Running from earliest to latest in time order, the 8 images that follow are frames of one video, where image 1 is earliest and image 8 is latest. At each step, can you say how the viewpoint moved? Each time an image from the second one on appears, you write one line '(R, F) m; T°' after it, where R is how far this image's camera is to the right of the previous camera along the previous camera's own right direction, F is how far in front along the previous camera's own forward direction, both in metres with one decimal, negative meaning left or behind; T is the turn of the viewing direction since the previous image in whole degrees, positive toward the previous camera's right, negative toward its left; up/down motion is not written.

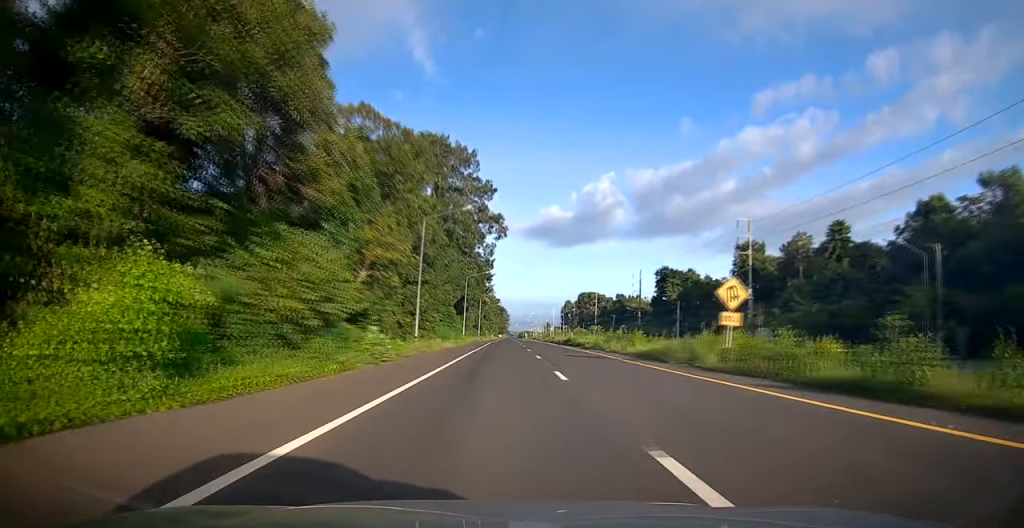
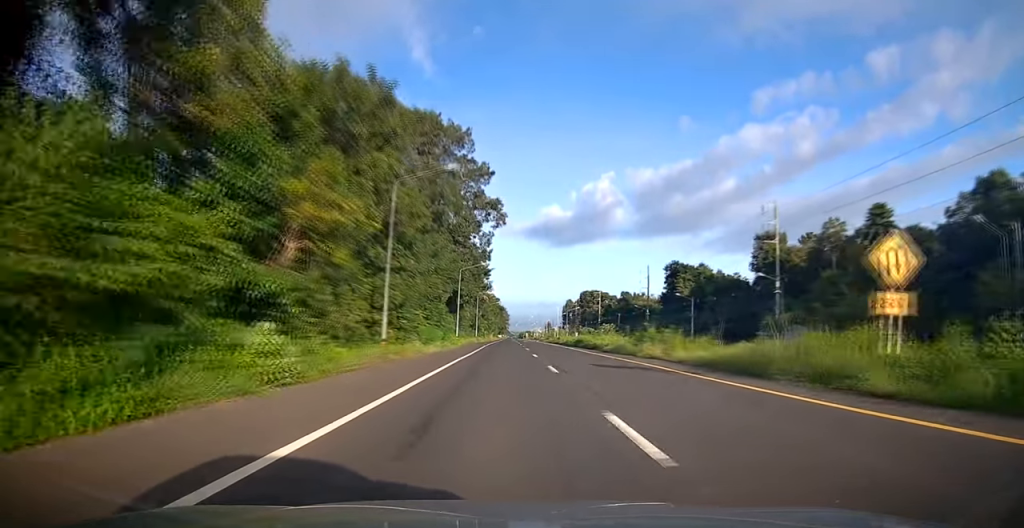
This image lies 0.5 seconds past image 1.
(-0.2, +9.2) m; 0°
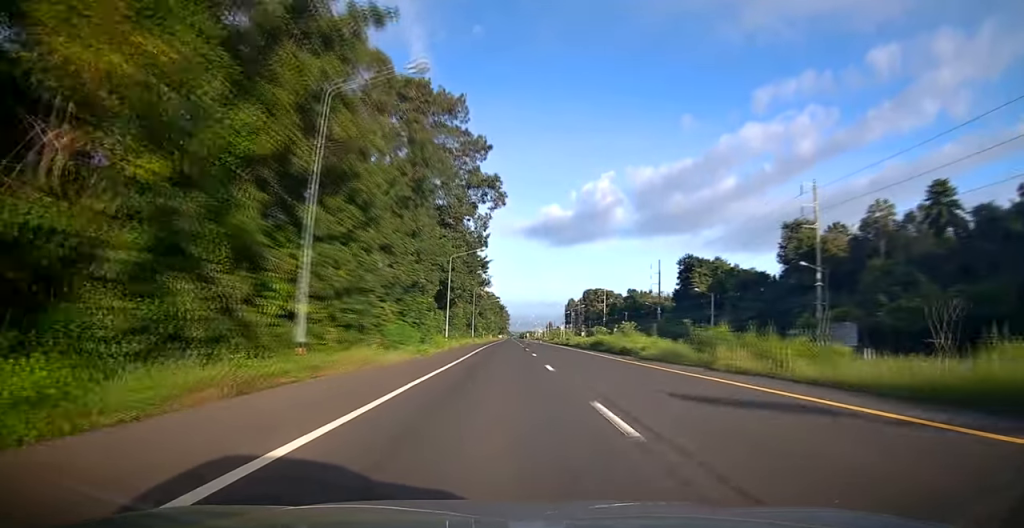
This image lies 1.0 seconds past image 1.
(-0.3, +10.7) m; 0°
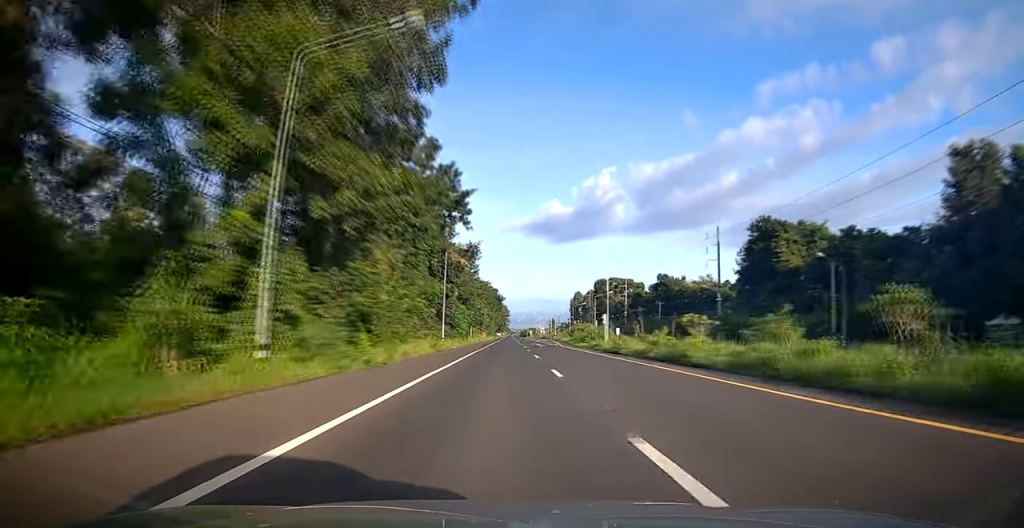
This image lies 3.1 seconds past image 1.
(0.0, +39.2) m; 0°
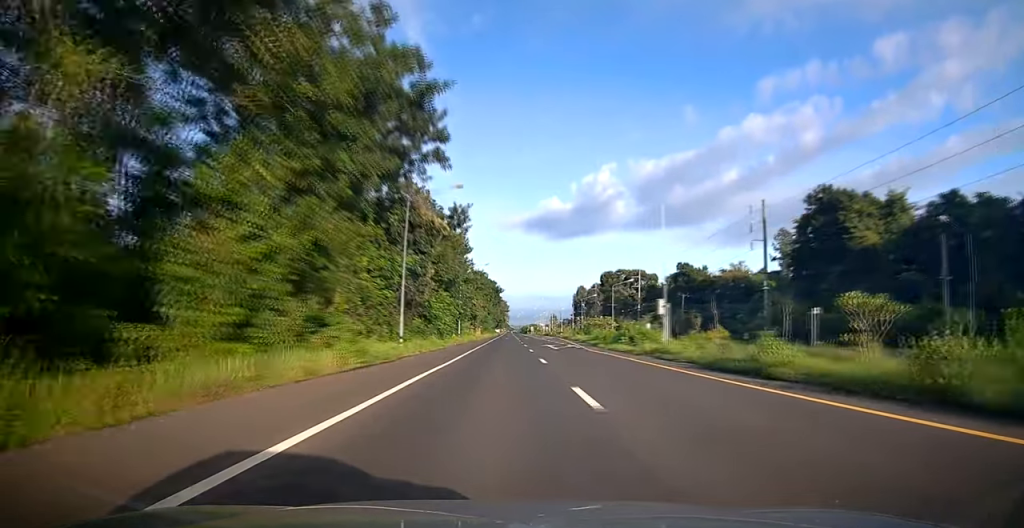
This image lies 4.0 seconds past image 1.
(+0.6, +18.5) m; +2°
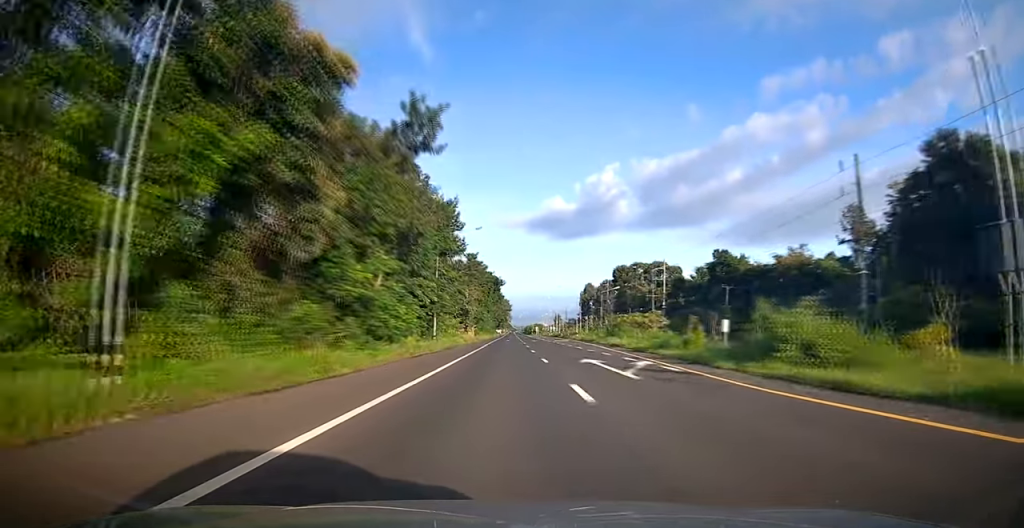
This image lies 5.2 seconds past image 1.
(-0.3, +23.2) m; -2°
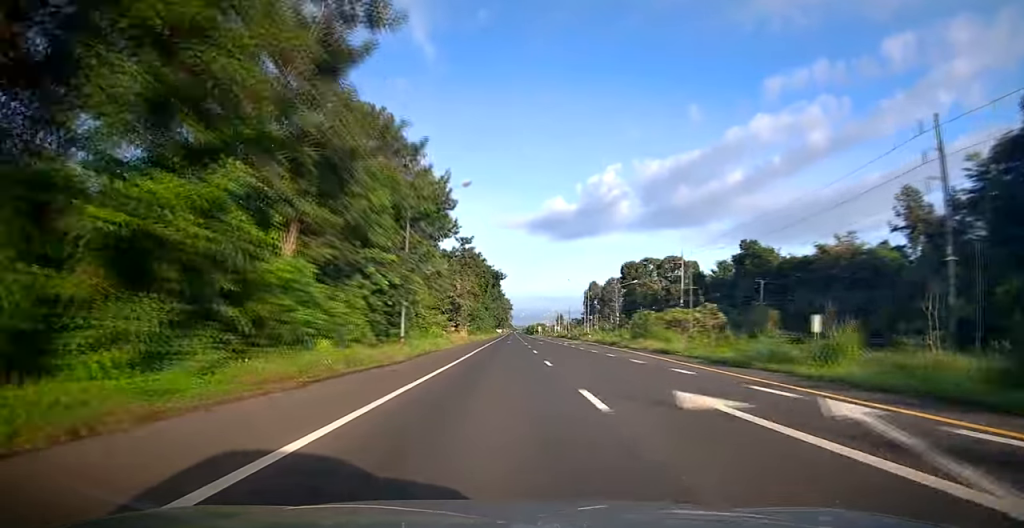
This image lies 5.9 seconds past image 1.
(-0.4, +13.2) m; 0°
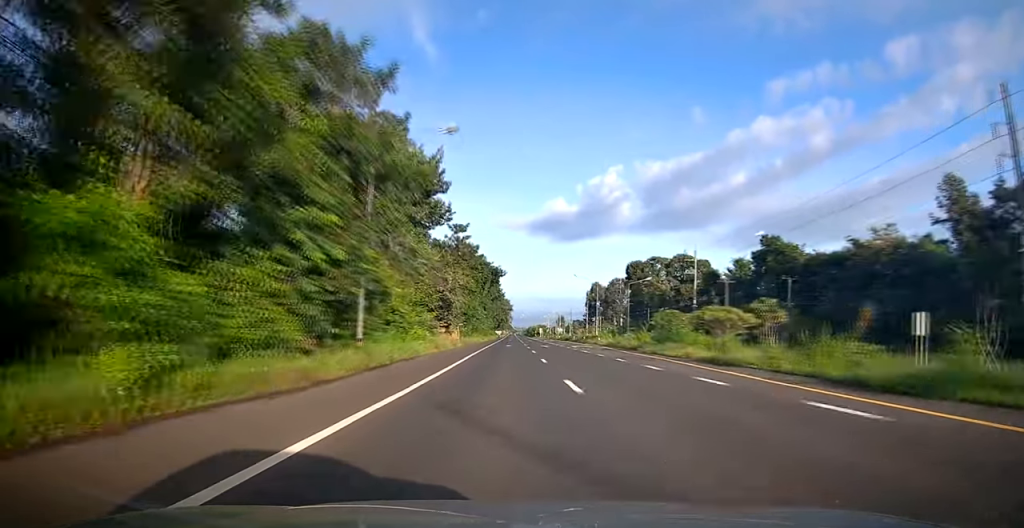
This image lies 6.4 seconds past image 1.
(+0.1, +8.5) m; 0°
